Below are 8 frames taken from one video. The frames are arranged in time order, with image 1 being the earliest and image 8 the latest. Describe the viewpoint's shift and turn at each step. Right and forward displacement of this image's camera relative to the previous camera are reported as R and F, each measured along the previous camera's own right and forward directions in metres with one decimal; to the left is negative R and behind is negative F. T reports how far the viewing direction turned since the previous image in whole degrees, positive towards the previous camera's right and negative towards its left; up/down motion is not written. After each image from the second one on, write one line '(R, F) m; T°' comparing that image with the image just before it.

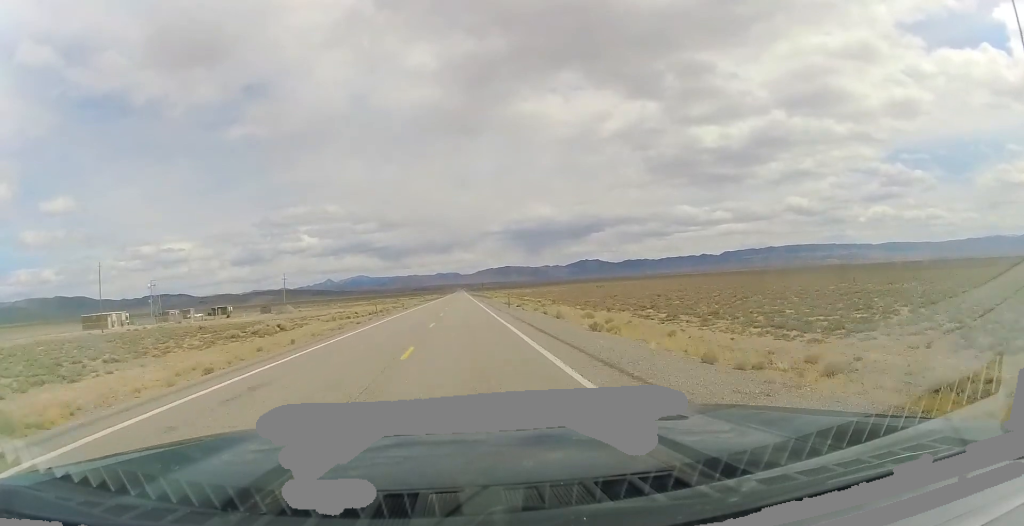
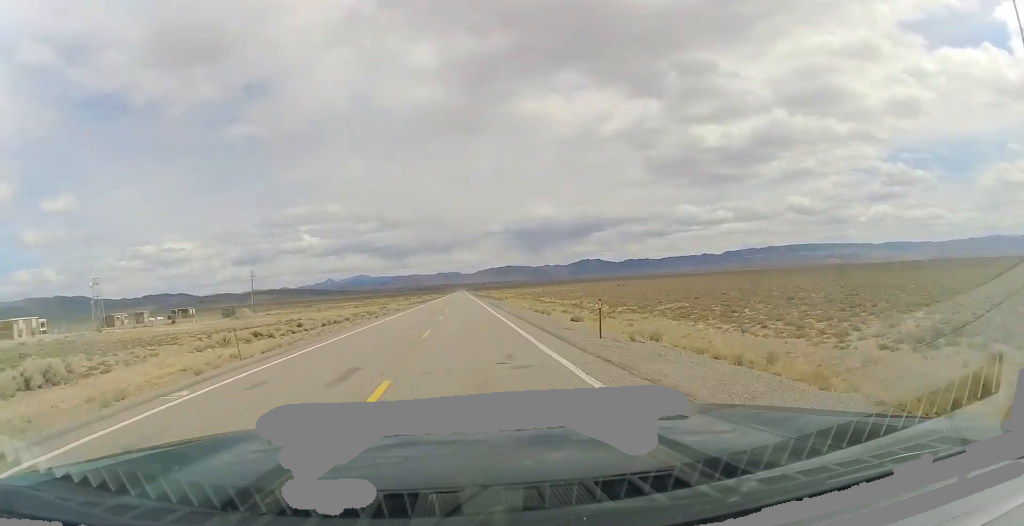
(-0.1, +31.1) m; 0°
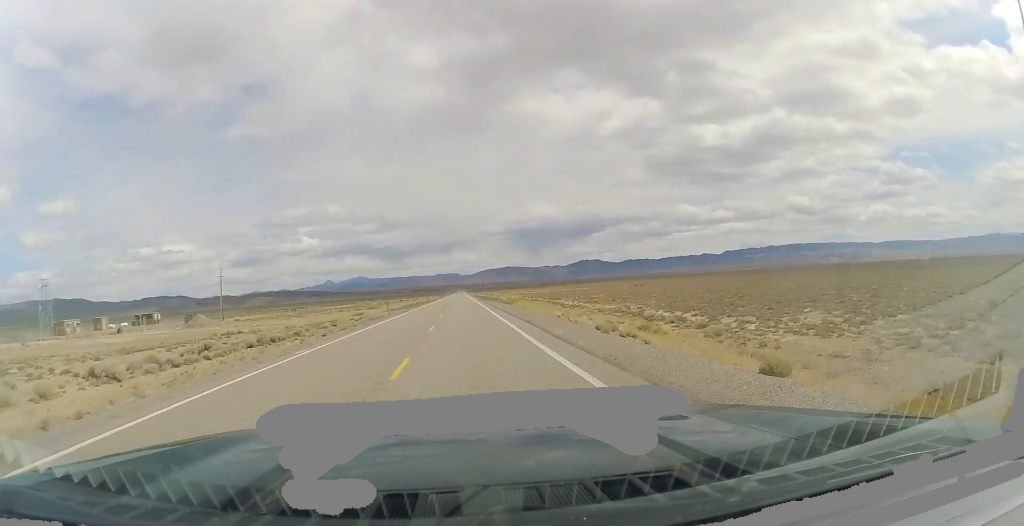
(0.0, +21.4) m; 0°
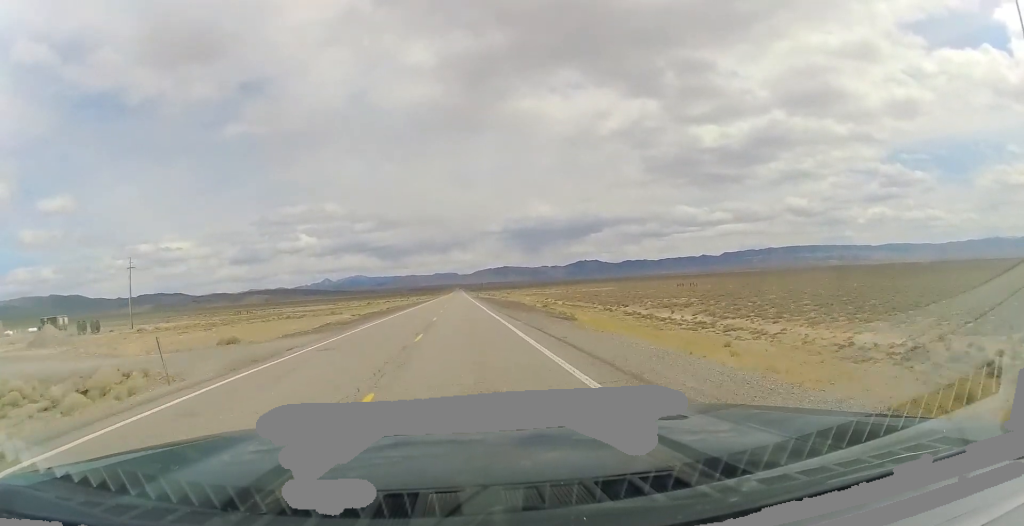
(0.0, +41.3) m; 0°
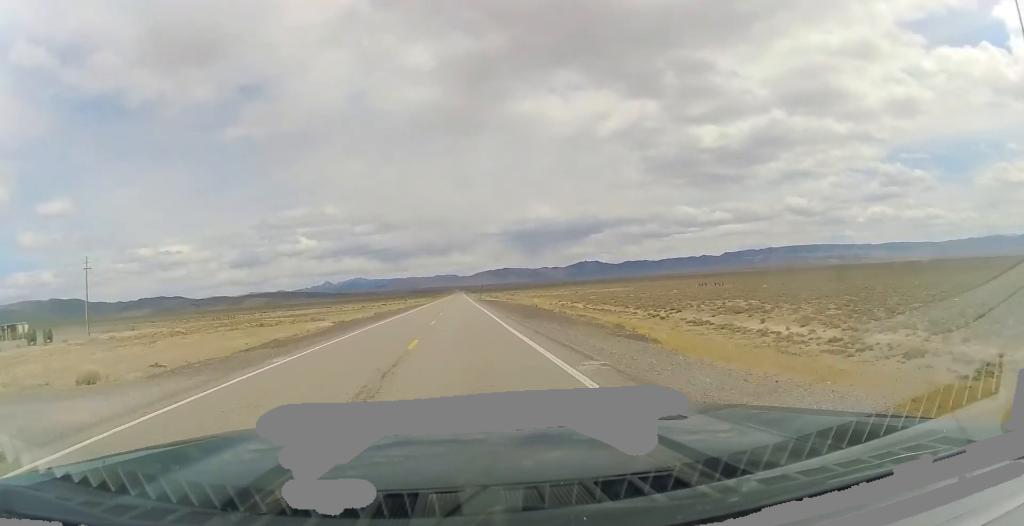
(+0.1, +14.2) m; 0°
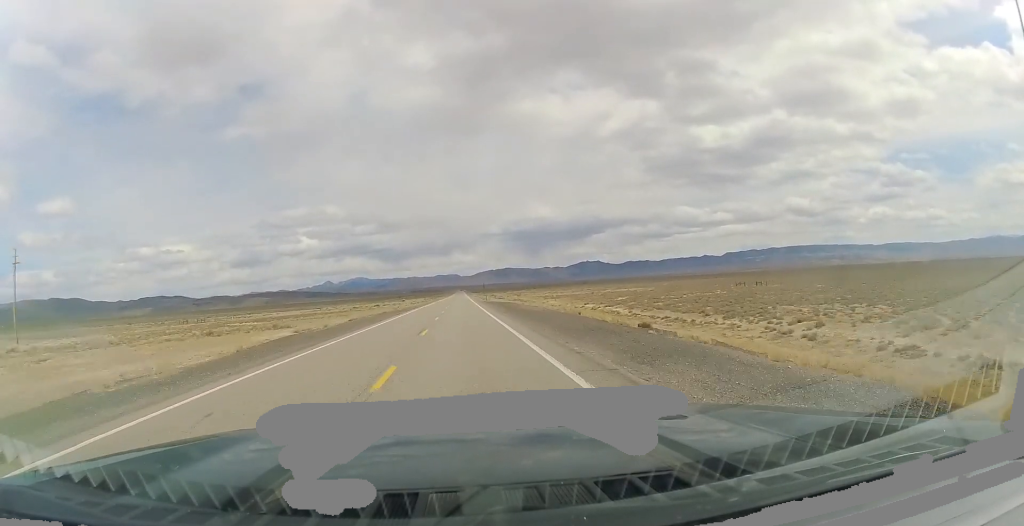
(0.0, +18.9) m; 0°
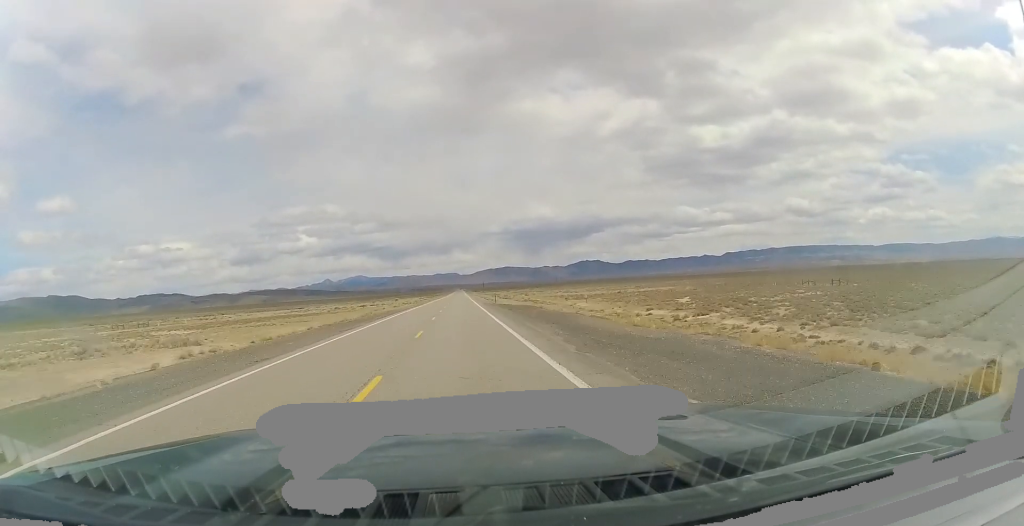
(+0.1, +26.0) m; 0°
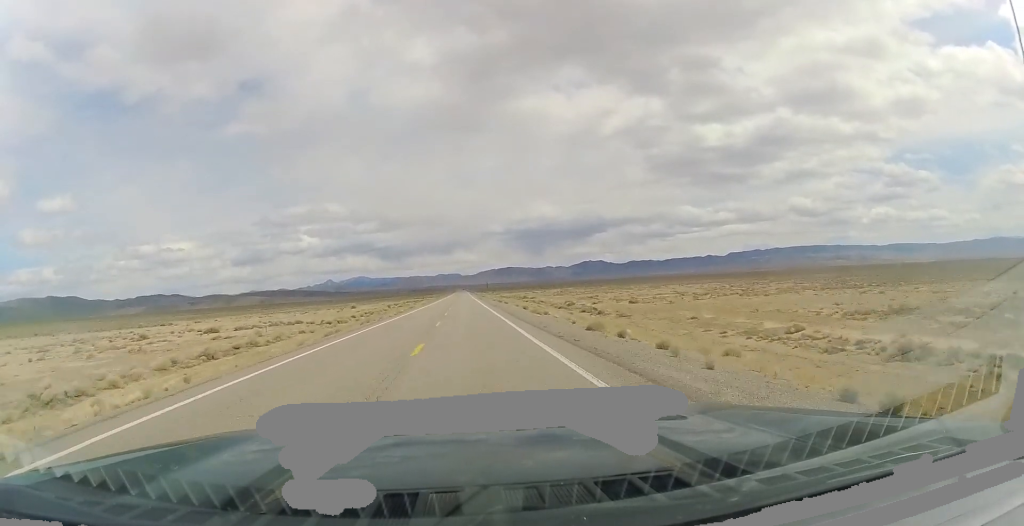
(-0.5, +103.8) m; -1°
